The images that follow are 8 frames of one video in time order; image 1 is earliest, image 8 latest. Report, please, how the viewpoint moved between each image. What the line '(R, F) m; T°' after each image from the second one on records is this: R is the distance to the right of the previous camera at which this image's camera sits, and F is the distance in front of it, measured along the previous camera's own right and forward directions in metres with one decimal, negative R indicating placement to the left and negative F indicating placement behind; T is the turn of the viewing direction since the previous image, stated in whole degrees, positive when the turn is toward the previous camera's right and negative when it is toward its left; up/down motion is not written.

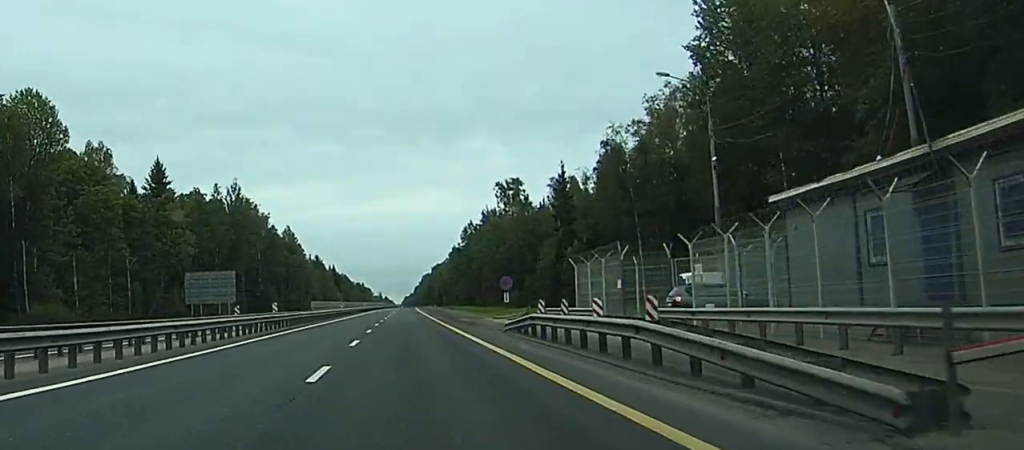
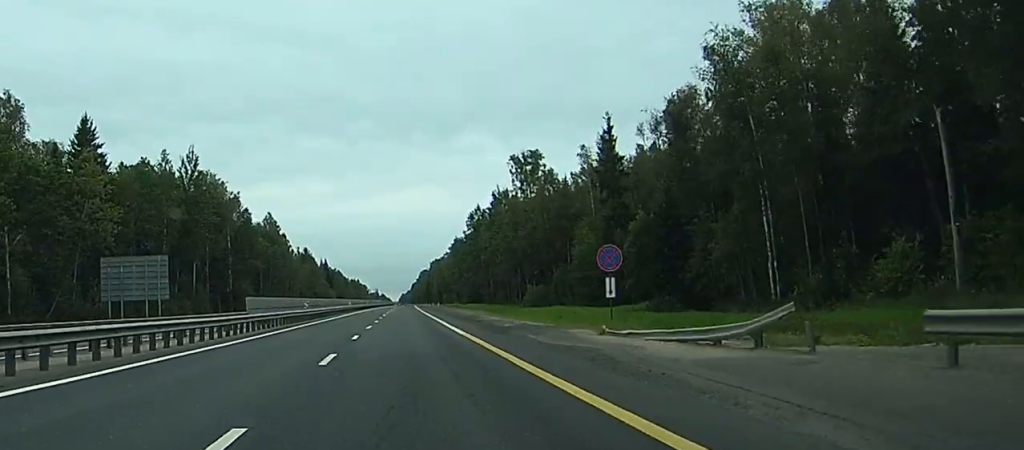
(0.0, +32.7) m; 0°
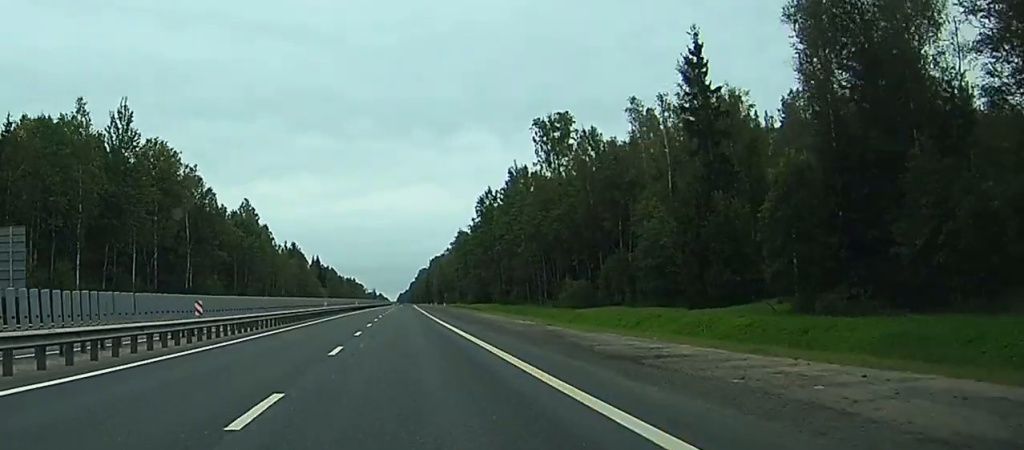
(+0.1, +32.7) m; 0°
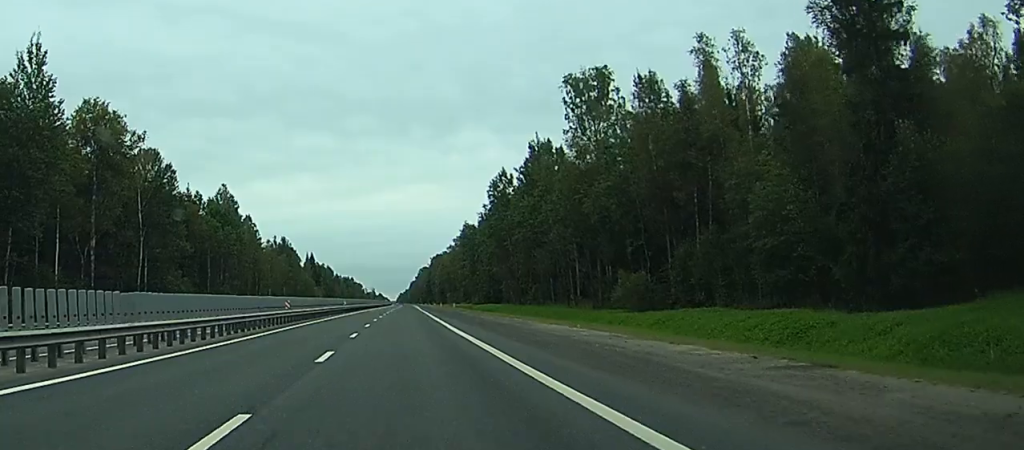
(-0.1, +26.2) m; 0°
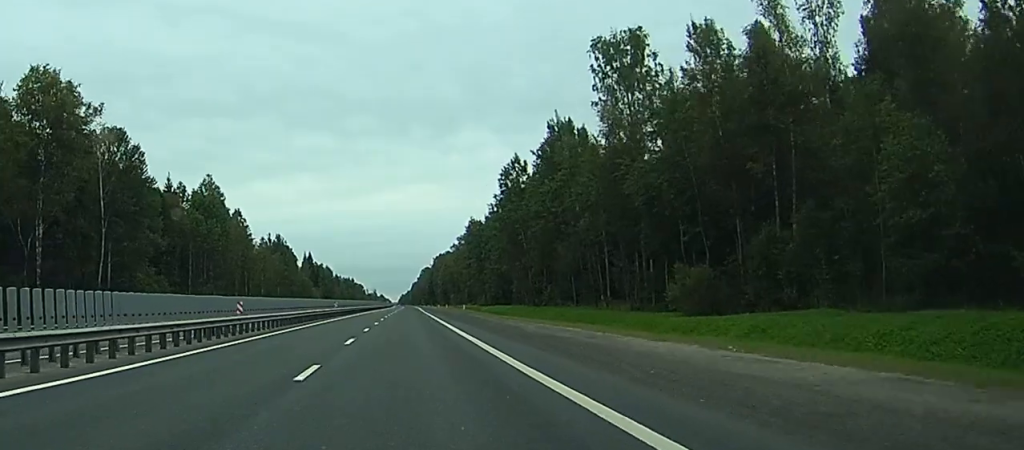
(0.0, +15.9) m; 0°
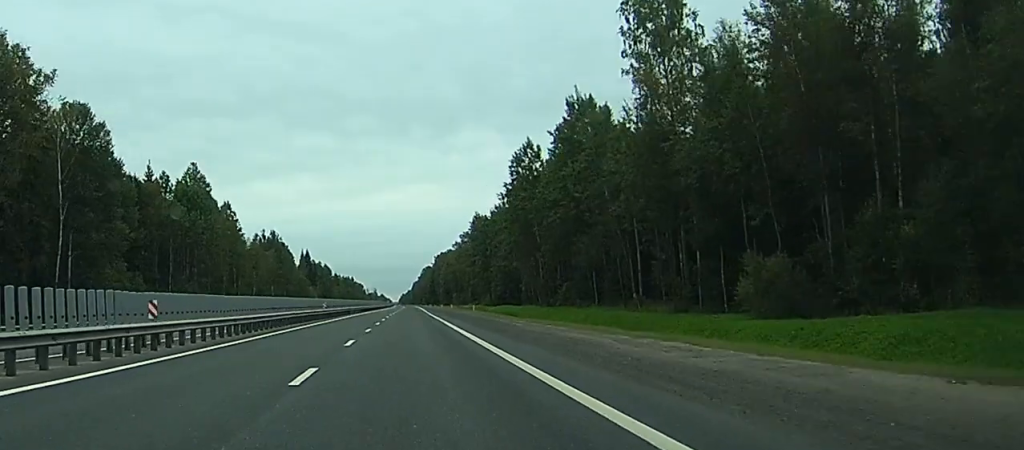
(0.0, +13.2) m; 0°
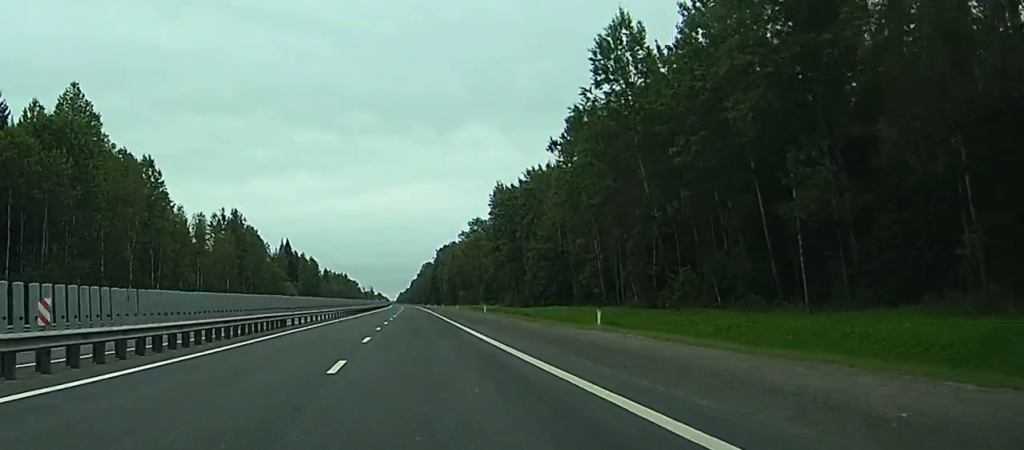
(0.0, +57.1) m; 0°
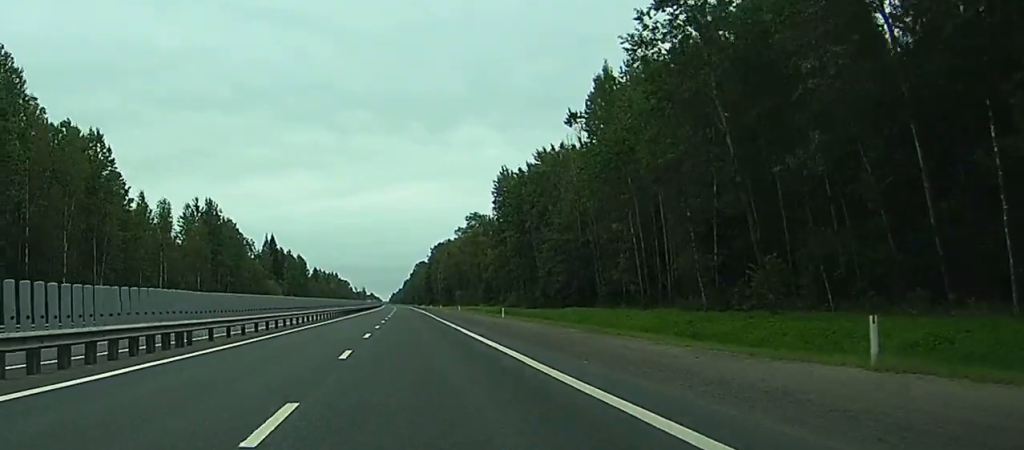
(+0.1, +19.5) m; 0°
